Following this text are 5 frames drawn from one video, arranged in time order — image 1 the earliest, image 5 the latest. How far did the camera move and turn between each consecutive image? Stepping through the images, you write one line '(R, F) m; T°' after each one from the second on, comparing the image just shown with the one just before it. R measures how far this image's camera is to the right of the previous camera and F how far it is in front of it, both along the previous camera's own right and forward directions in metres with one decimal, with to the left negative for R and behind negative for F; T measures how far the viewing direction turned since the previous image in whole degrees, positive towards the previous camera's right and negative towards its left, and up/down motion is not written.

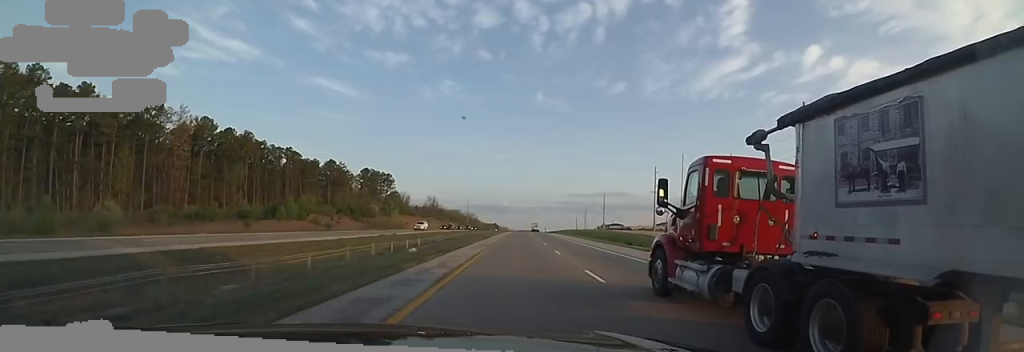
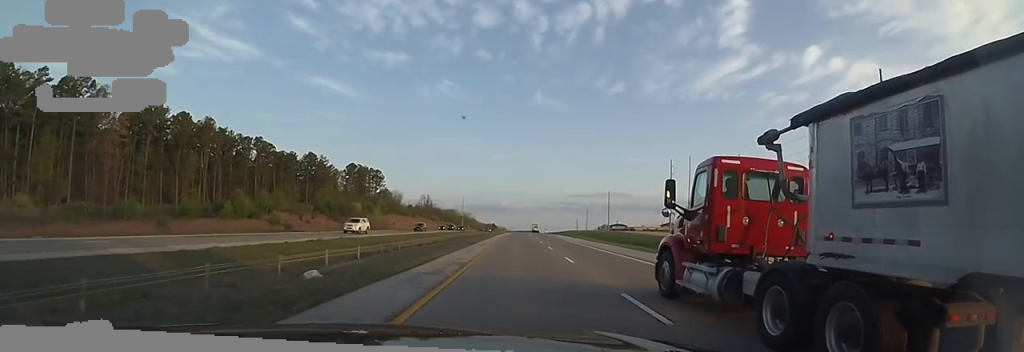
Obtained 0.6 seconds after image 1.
(+0.3, +17.6) m; -1°
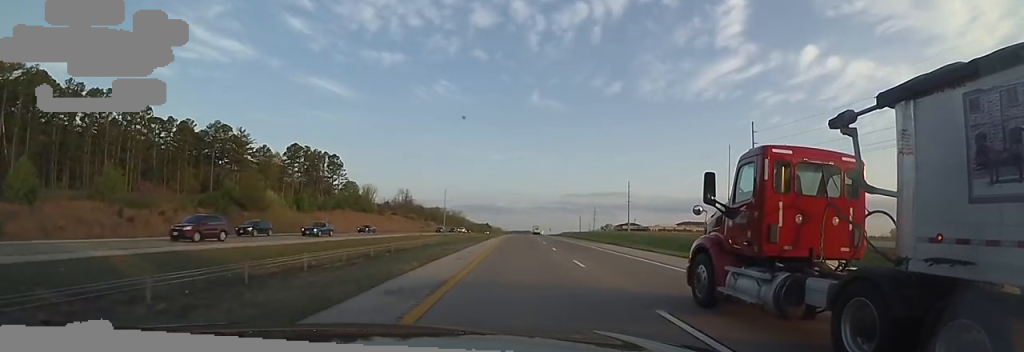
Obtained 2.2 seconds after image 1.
(+0.2, +51.3) m; +2°
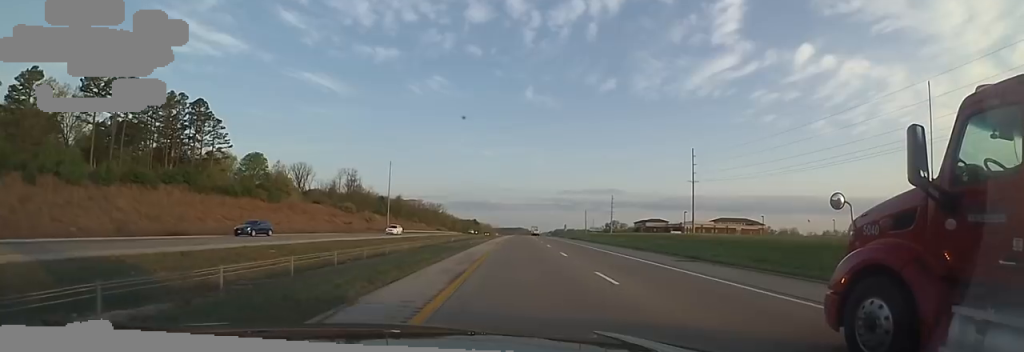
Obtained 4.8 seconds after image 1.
(-0.2, +77.1) m; +1°
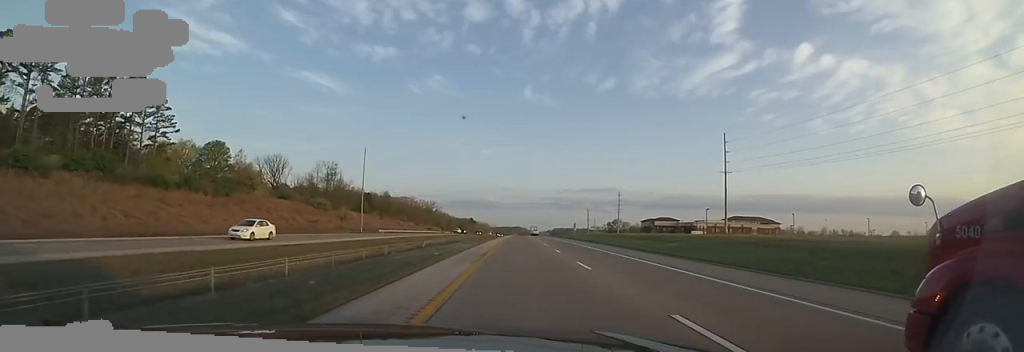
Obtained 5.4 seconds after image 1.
(+0.6, +19.2) m; +1°
